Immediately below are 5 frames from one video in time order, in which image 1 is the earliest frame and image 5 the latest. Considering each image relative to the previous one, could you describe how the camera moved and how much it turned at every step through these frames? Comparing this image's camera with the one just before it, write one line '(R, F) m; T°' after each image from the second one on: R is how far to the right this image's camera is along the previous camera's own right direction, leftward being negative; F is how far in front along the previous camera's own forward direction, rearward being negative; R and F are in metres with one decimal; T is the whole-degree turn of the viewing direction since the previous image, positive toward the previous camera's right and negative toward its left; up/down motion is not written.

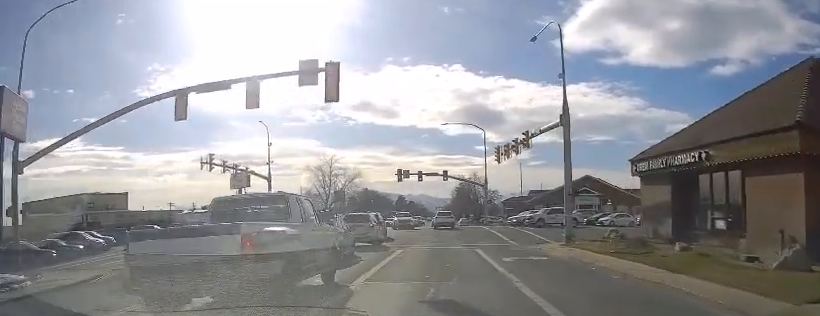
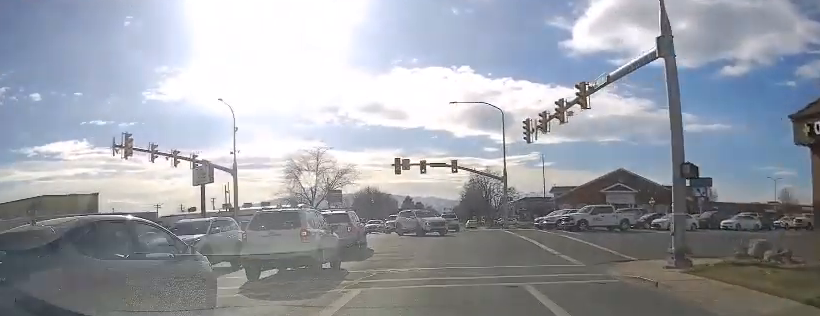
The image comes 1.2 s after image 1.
(-0.1, +13.6) m; -1°
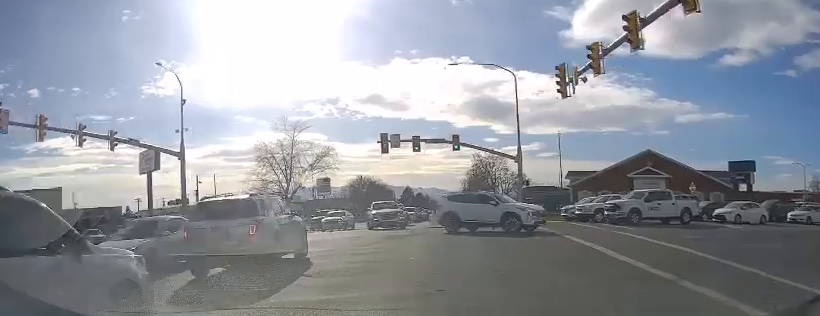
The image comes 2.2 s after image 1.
(-0.1, +11.6) m; -1°
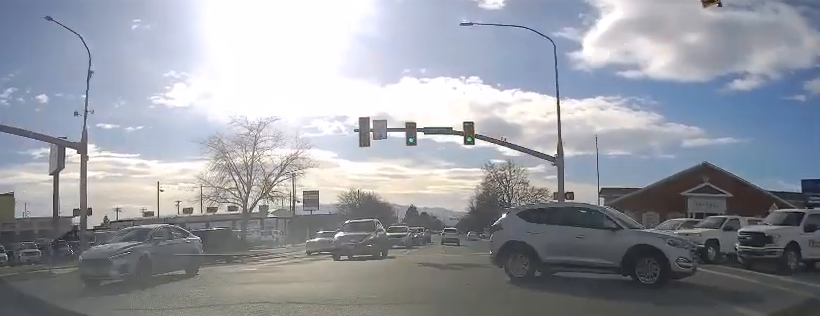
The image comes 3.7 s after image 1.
(0.0, +16.0) m; 0°
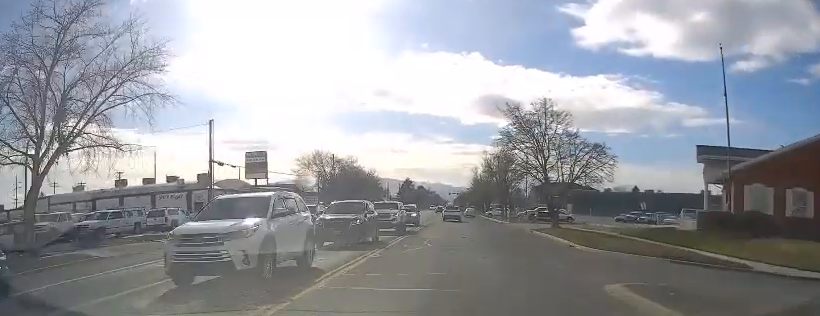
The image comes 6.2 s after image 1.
(-0.4, +24.1) m; -1°
